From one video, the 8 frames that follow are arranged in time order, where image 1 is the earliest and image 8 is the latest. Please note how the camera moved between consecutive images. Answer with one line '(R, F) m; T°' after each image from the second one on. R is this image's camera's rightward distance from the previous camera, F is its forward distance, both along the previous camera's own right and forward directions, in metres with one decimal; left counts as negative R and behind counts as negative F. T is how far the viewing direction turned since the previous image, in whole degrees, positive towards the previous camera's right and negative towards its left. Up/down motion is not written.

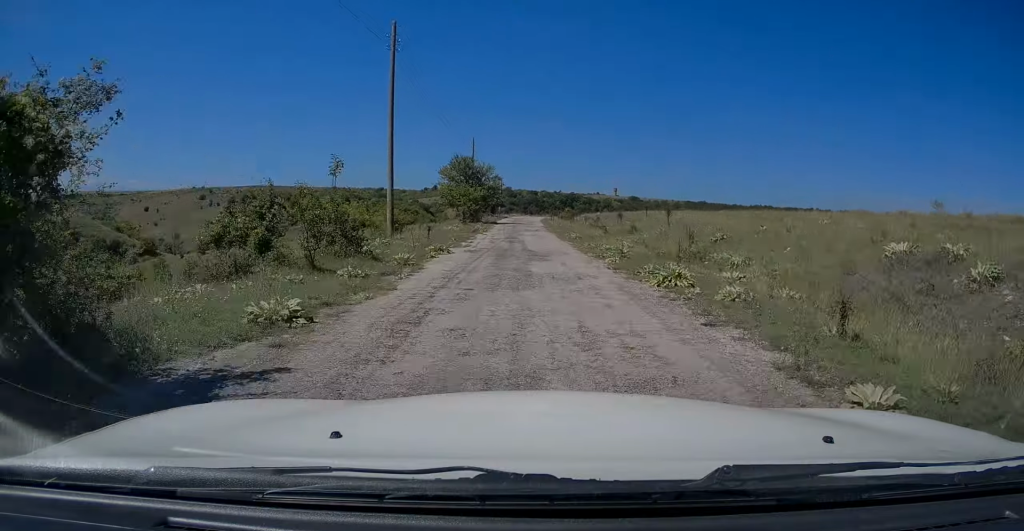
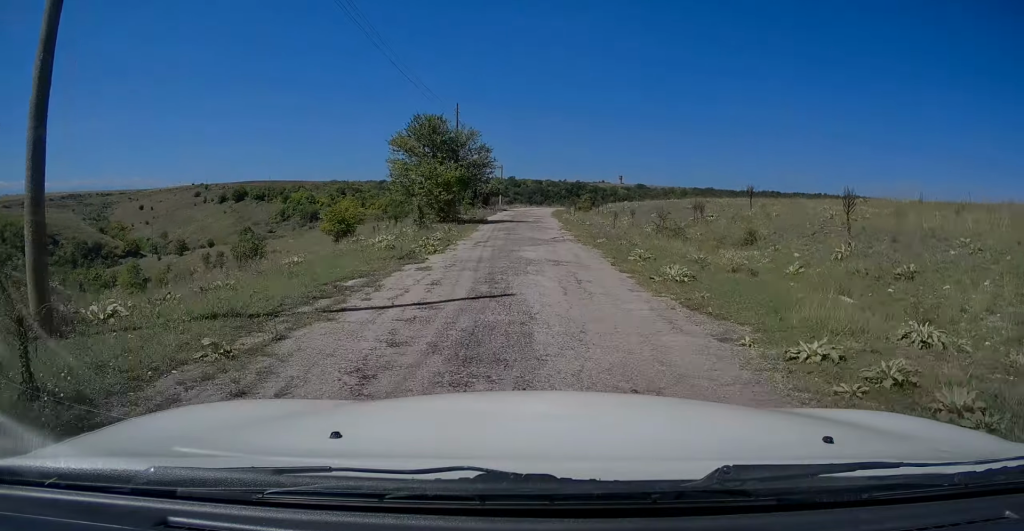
(0.0, +17.0) m; -1°
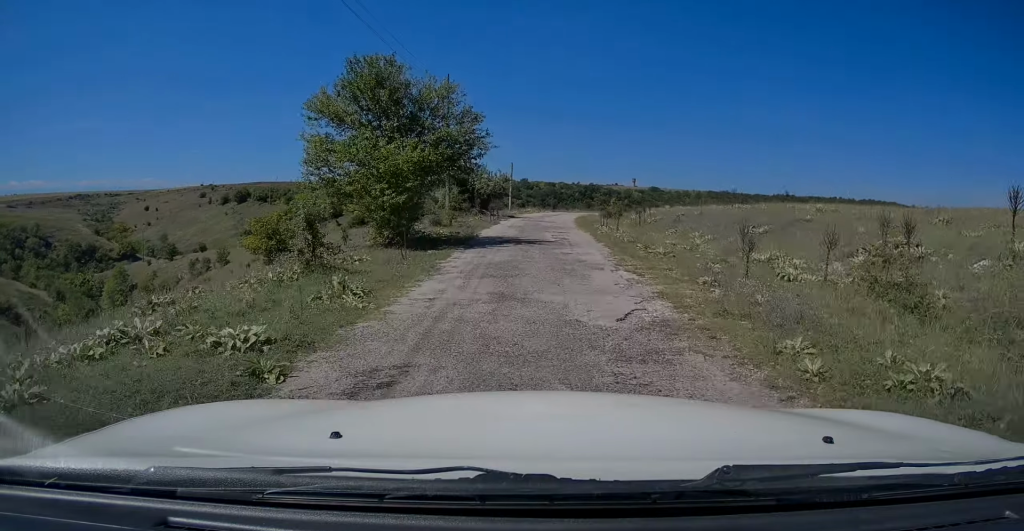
(-0.1, +11.7) m; -1°
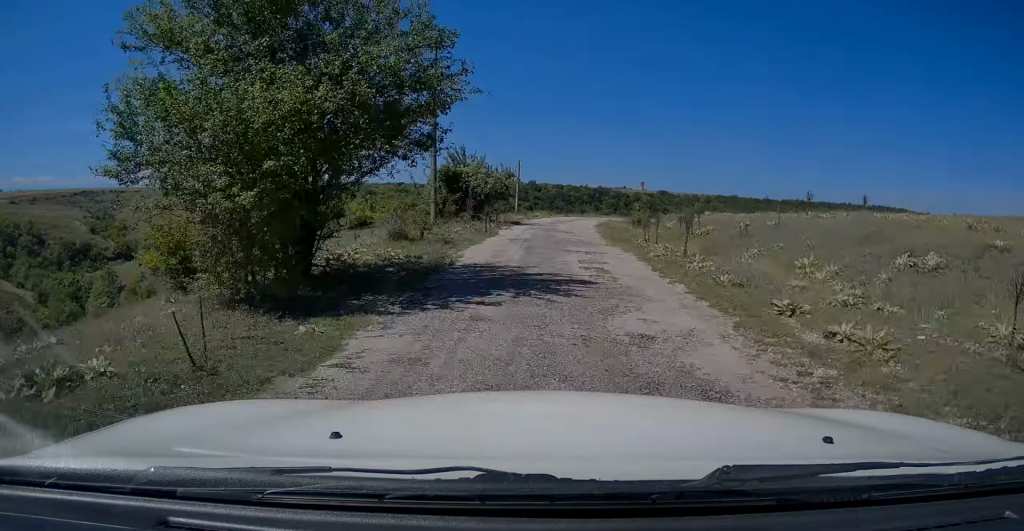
(-0.1, +8.0) m; 0°
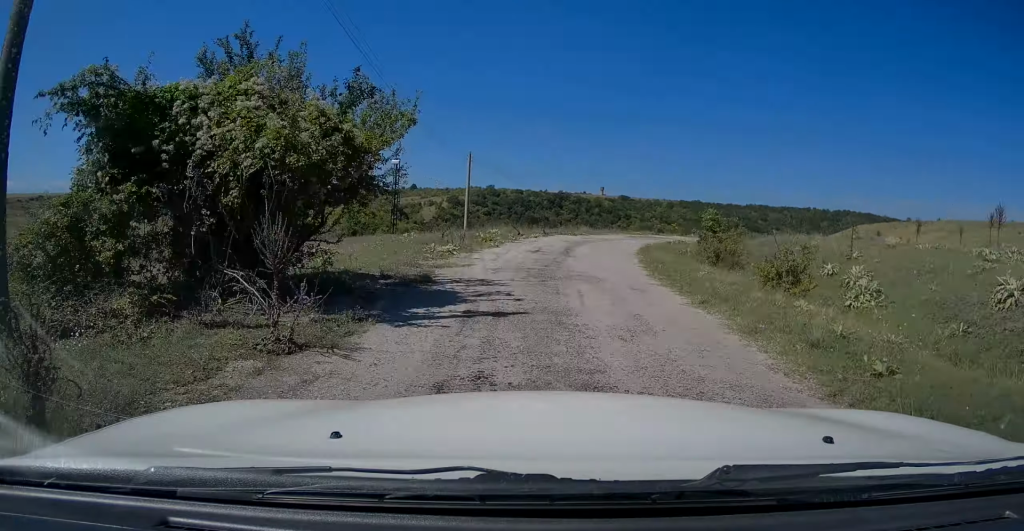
(+0.4, +21.5) m; +2°
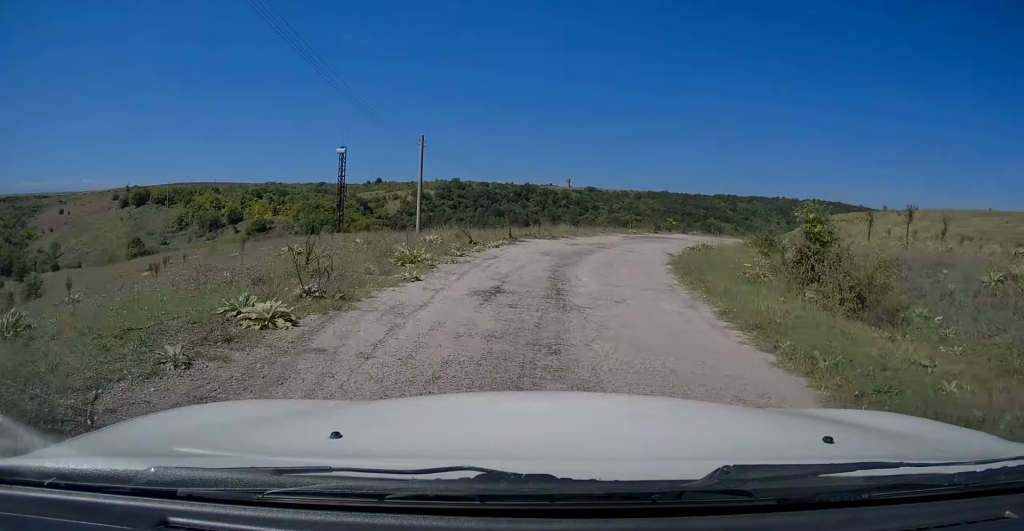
(+0.1, +8.7) m; +3°
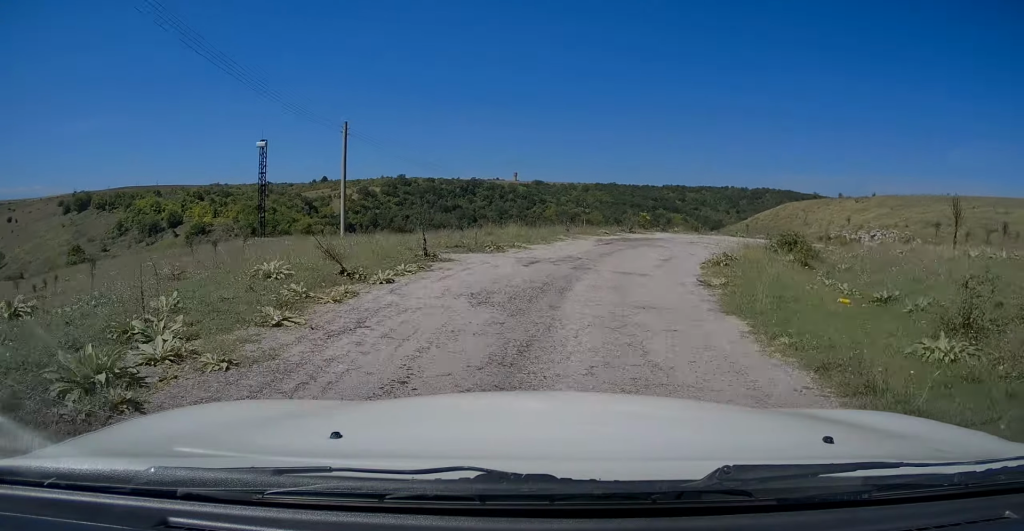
(-0.1, +7.2) m; +4°
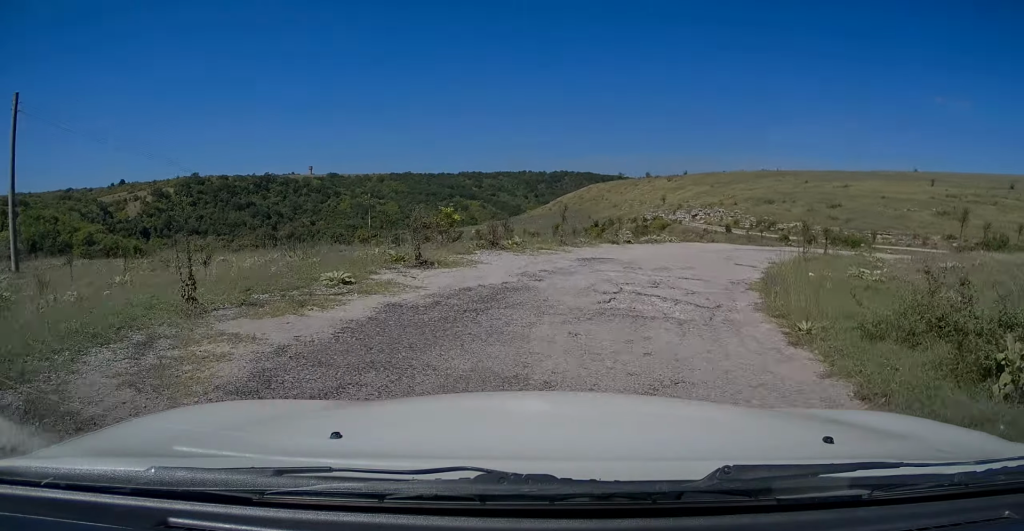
(+2.3, +14.8) m; +17°
